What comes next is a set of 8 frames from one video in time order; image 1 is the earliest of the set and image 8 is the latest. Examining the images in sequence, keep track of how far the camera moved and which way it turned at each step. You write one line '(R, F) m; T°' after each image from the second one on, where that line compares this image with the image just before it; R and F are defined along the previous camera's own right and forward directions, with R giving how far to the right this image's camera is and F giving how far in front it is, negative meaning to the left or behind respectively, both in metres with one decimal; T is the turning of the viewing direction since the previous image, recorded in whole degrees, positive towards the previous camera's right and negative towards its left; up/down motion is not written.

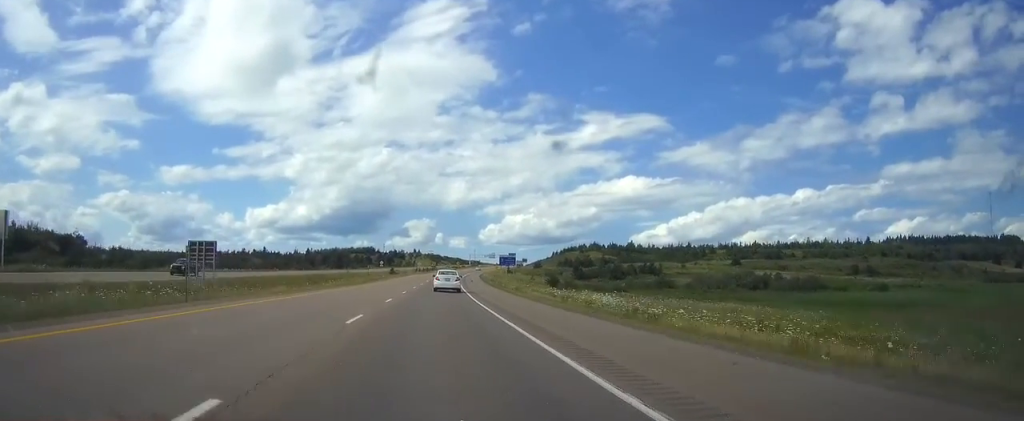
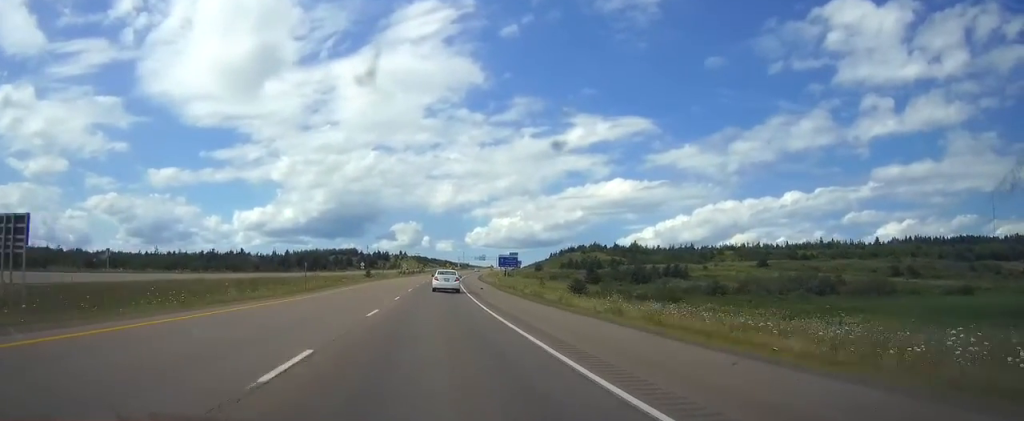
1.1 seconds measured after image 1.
(+0.3, +31.9) m; +1°
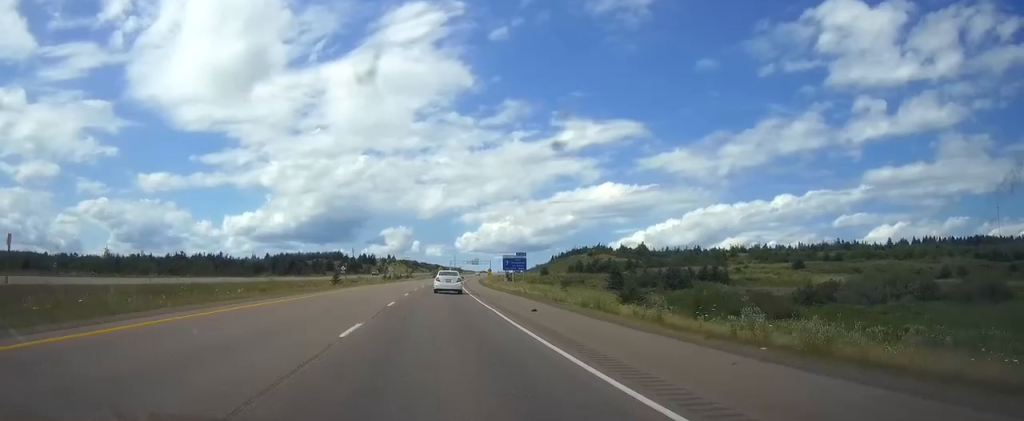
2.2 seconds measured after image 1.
(+0.2, +30.9) m; +1°
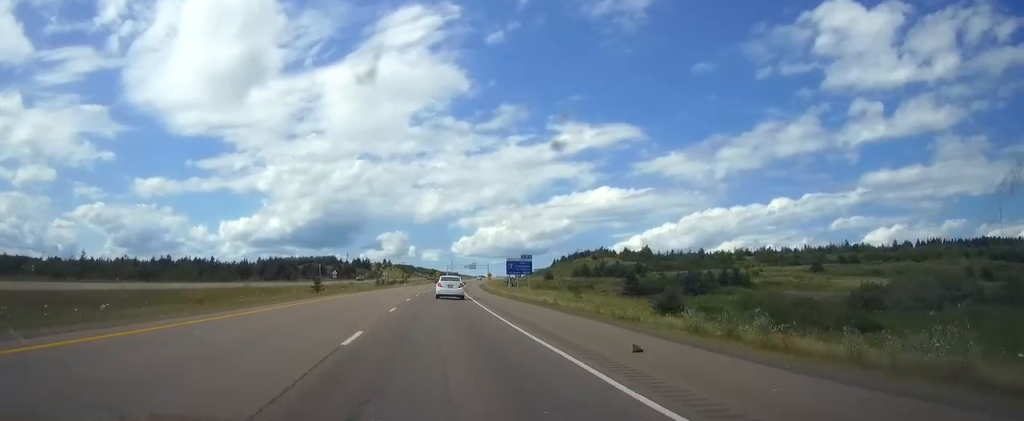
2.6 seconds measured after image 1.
(0.0, +12.5) m; 0°
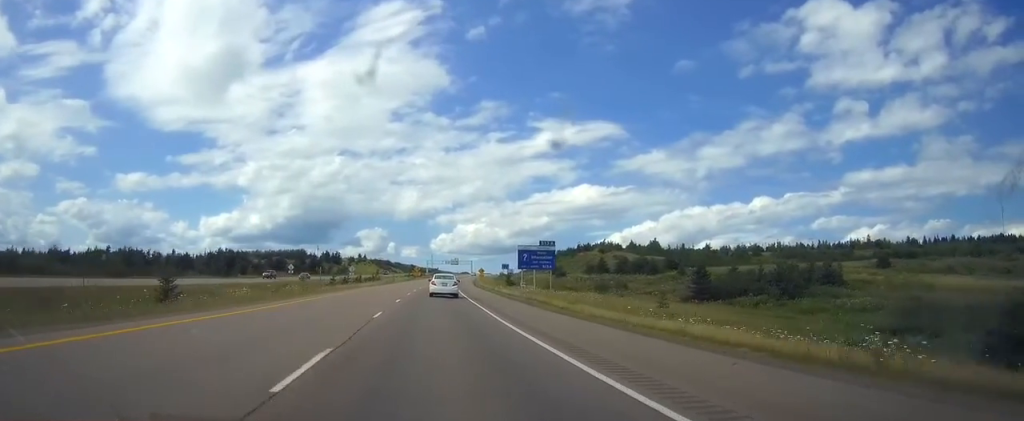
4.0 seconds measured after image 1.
(+0.6, +41.1) m; +2°
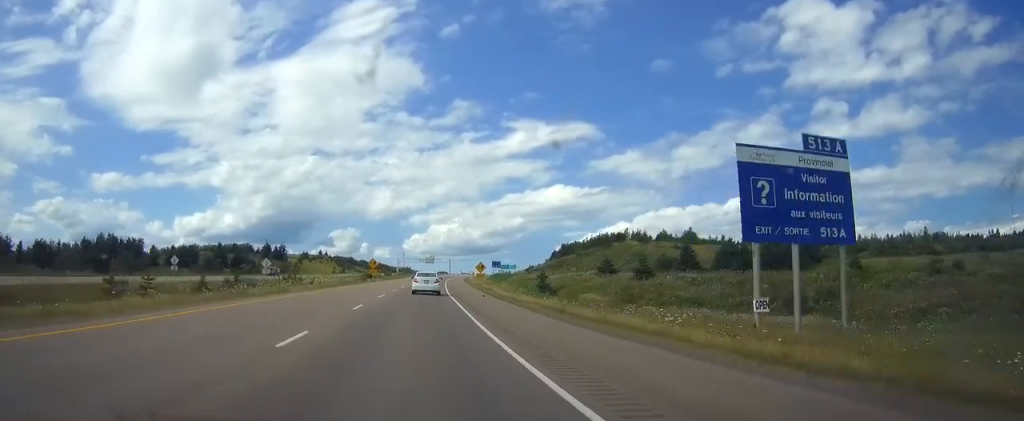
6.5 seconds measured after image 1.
(+1.6, +68.8) m; +2°
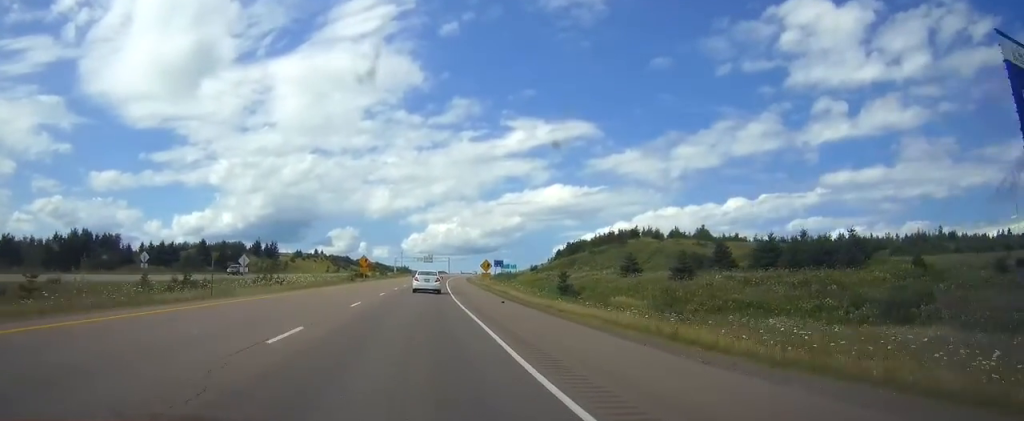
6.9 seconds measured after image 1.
(0.0, +12.1) m; 0°
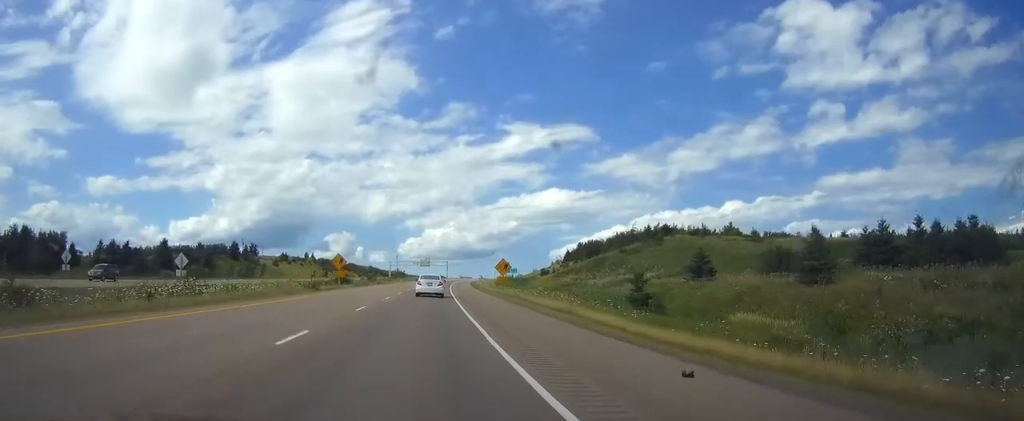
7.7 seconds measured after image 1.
(+0.1, +23.4) m; 0°
